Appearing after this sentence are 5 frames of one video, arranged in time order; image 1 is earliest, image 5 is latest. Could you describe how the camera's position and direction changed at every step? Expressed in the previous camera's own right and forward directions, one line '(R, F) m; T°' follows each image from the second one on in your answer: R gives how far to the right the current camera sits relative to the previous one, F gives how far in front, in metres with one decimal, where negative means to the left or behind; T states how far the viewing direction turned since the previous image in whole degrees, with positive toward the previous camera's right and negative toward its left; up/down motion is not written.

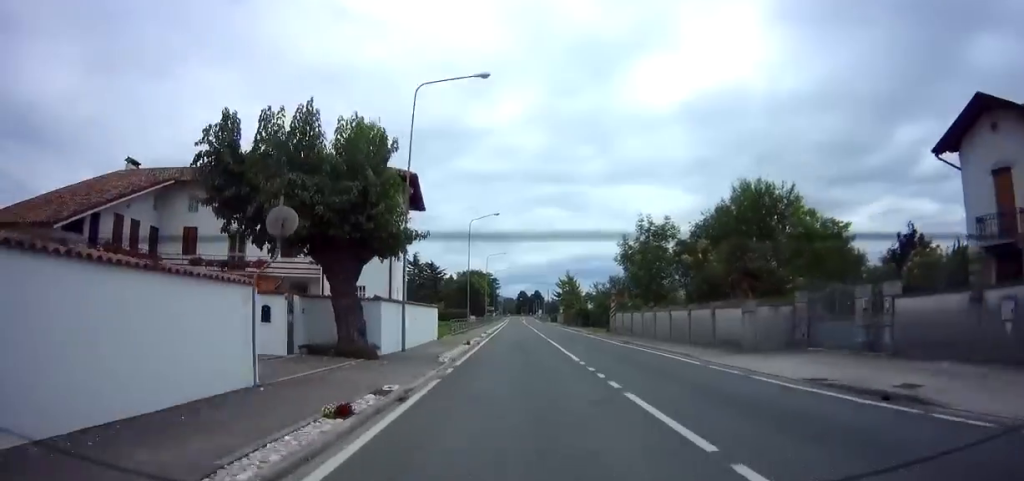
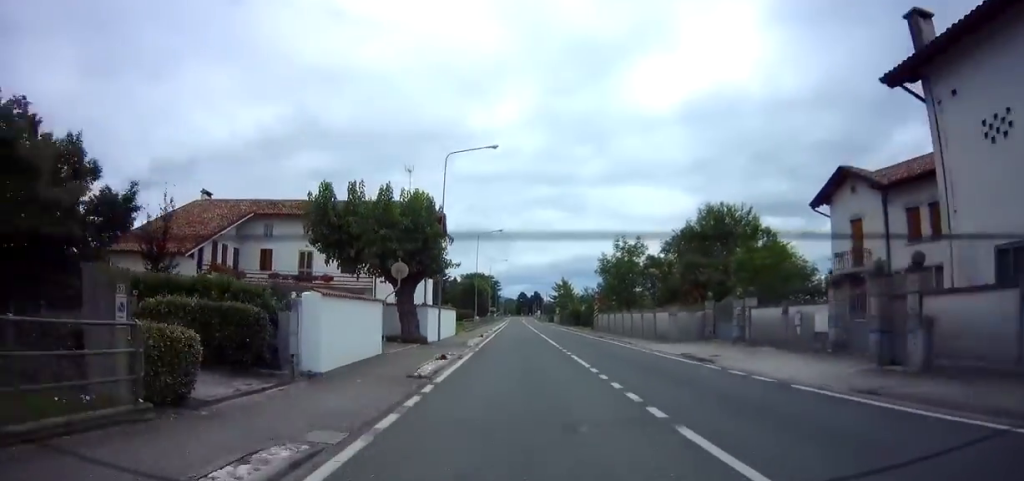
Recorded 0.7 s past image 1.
(0.0, +9.7) m; 0°
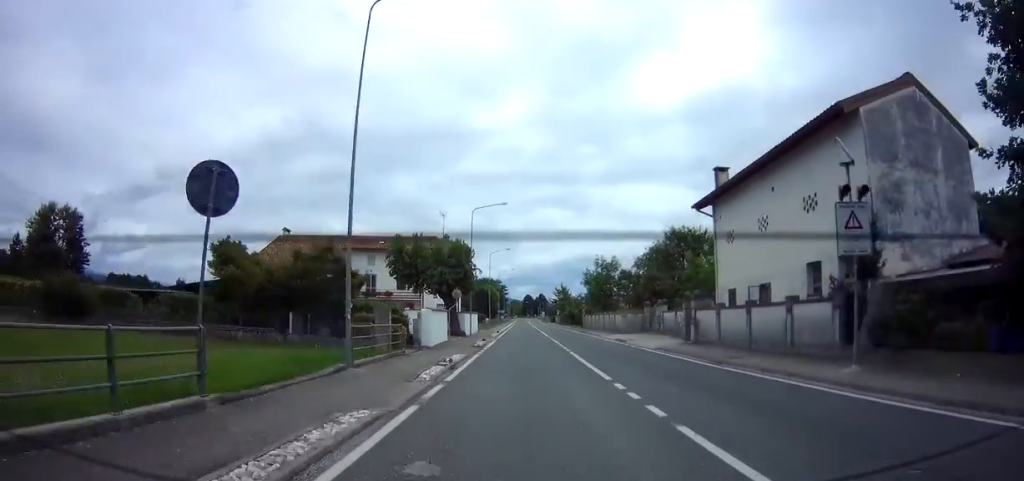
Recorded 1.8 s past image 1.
(-0.1, +15.4) m; -1°
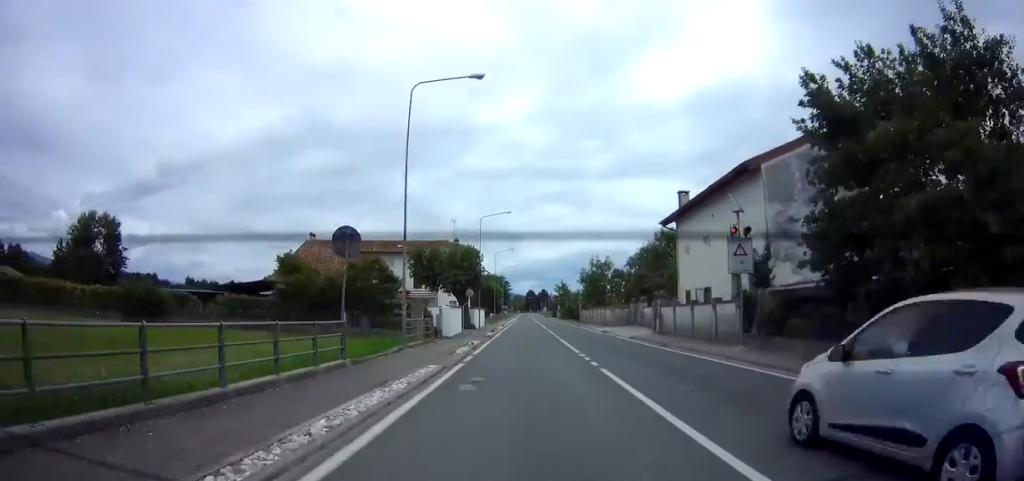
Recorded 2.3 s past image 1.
(-0.2, +6.8) m; 0°
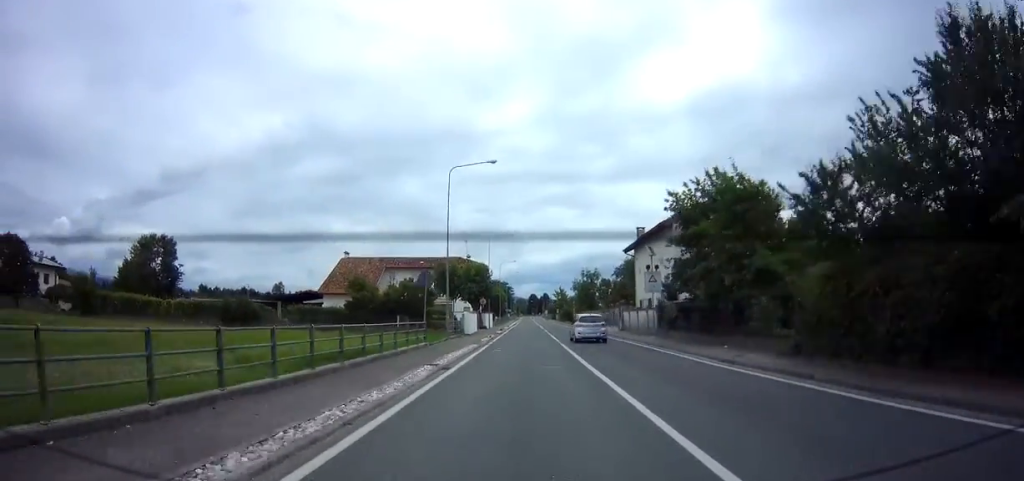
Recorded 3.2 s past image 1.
(+0.1, +13.0) m; 0°
